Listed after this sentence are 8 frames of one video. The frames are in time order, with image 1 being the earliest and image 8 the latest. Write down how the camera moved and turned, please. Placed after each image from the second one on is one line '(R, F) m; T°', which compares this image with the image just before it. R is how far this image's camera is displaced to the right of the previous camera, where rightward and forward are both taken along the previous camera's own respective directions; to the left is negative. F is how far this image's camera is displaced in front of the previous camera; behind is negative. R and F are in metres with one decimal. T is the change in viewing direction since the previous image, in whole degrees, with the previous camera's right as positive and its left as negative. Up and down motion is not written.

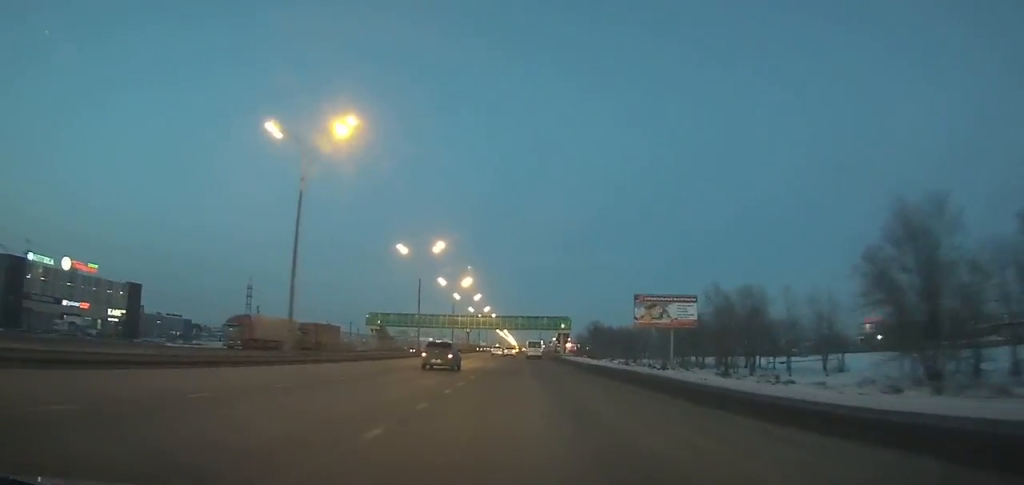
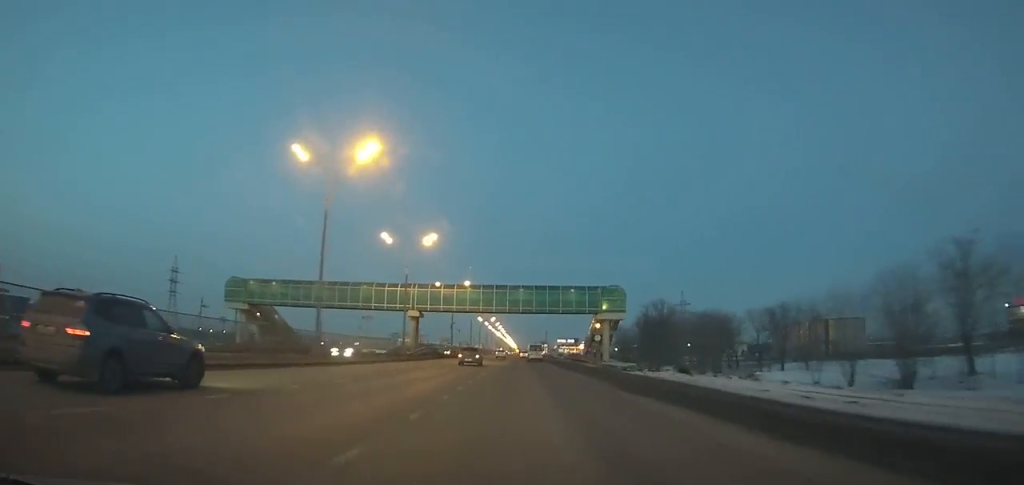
(+0.2, +71.2) m; 0°
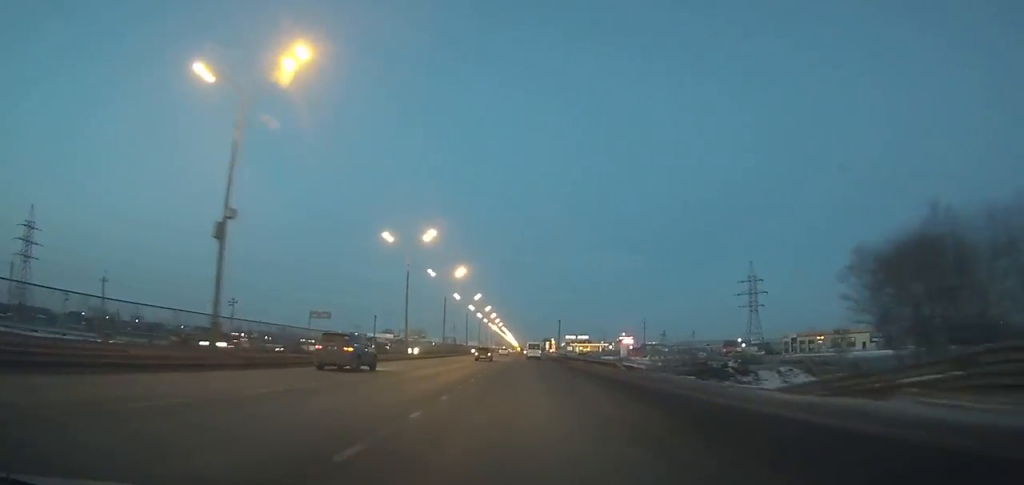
(+0.1, +81.8) m; 0°
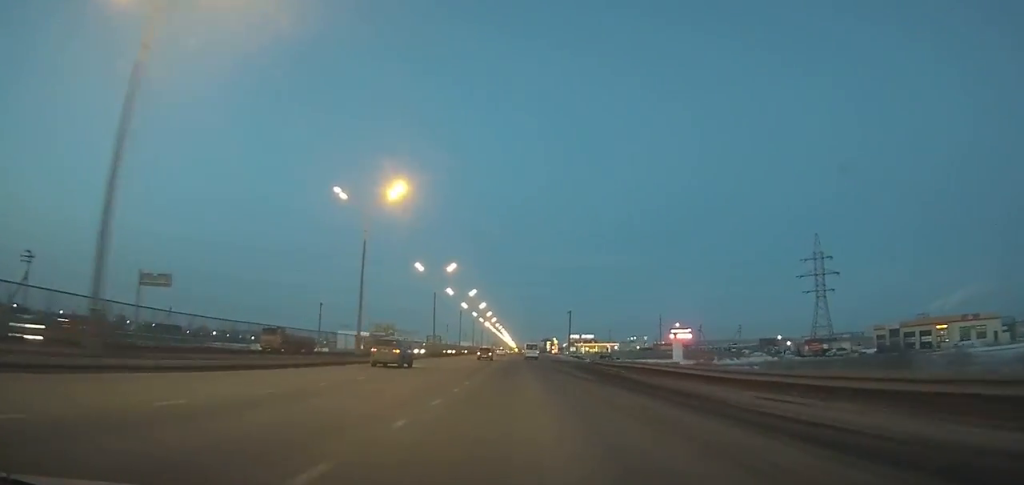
(0.0, +46.2) m; 0°
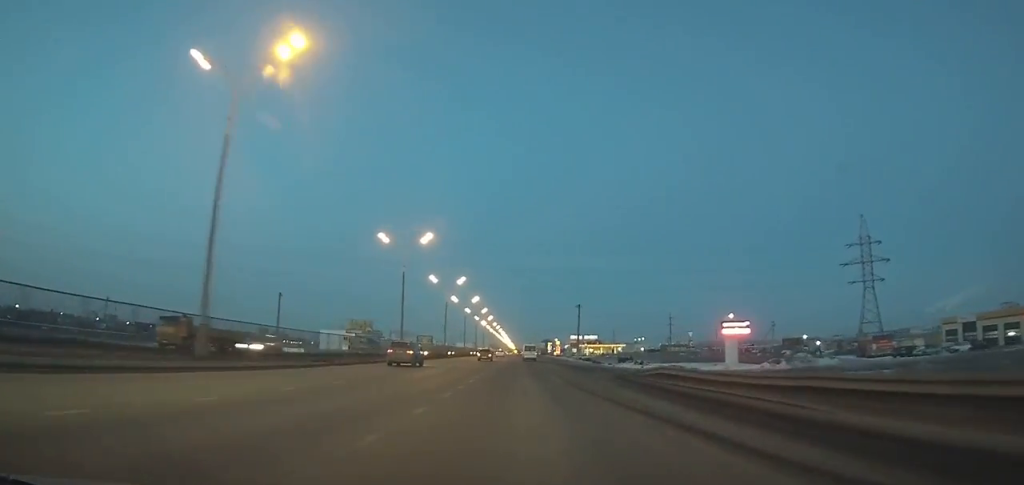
(0.0, +22.2) m; 0°
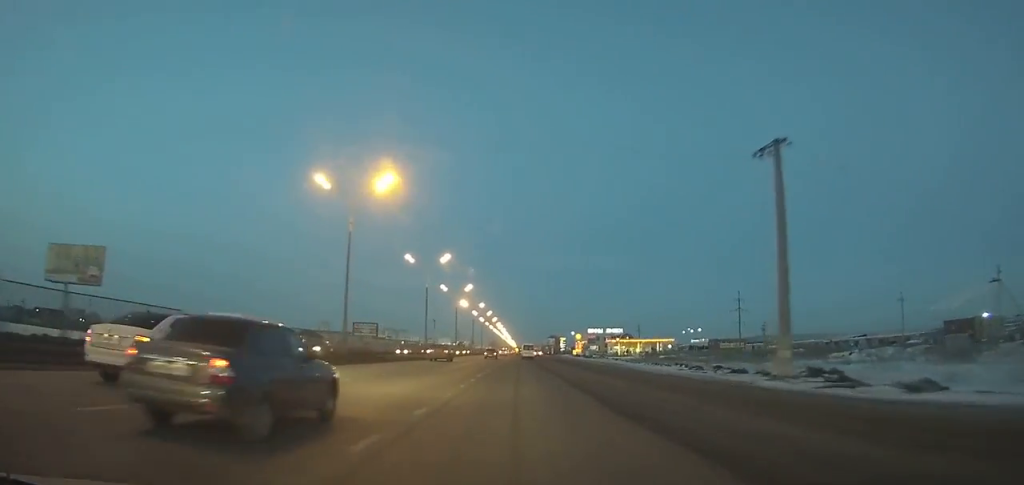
(-0.3, +90.3) m; 0°
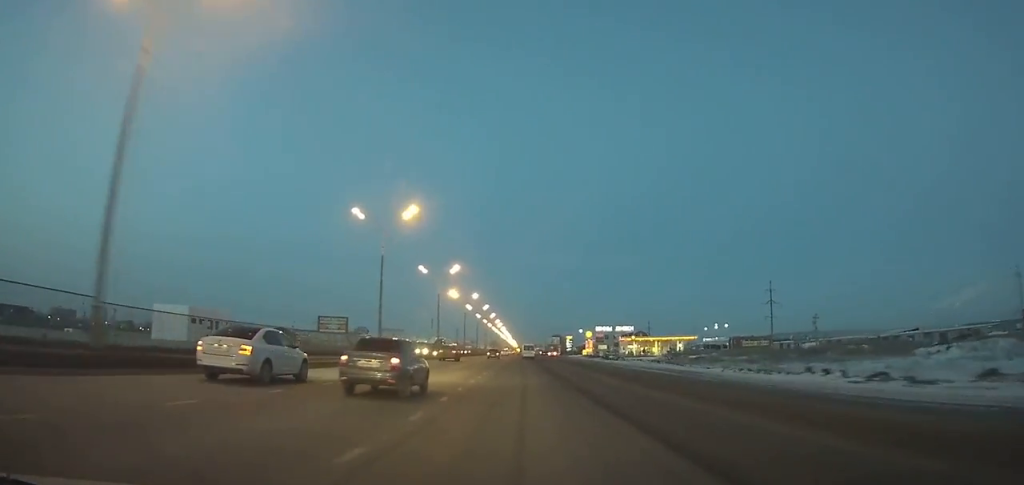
(0.0, +25.5) m; 0°
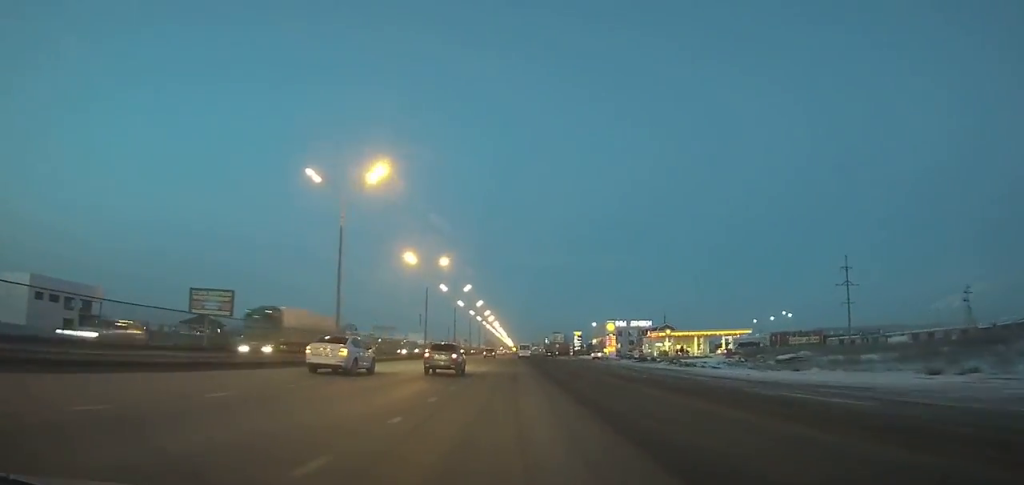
(+0.1, +45.8) m; 0°
